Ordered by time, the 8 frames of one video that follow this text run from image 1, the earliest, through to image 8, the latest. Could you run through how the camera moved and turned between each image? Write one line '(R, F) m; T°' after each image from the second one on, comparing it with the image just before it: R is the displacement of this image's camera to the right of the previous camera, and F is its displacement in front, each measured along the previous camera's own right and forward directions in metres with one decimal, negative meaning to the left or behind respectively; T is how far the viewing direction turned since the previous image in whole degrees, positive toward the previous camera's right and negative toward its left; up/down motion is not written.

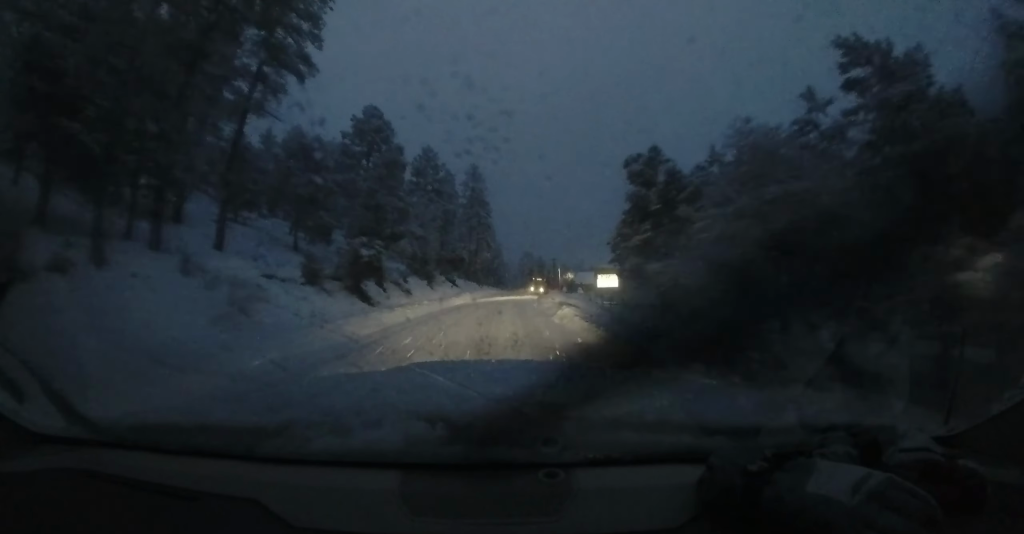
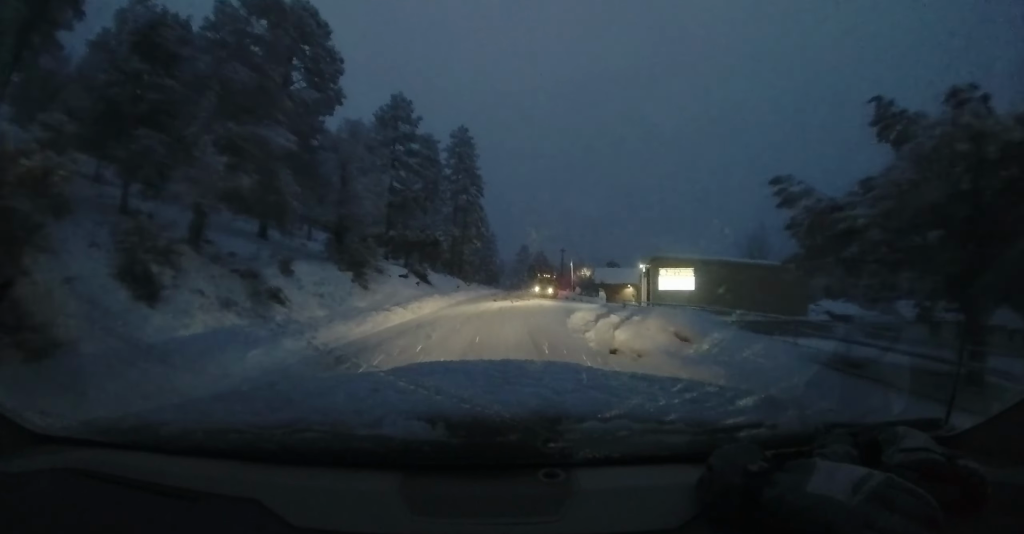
(0.0, +16.9) m; +1°
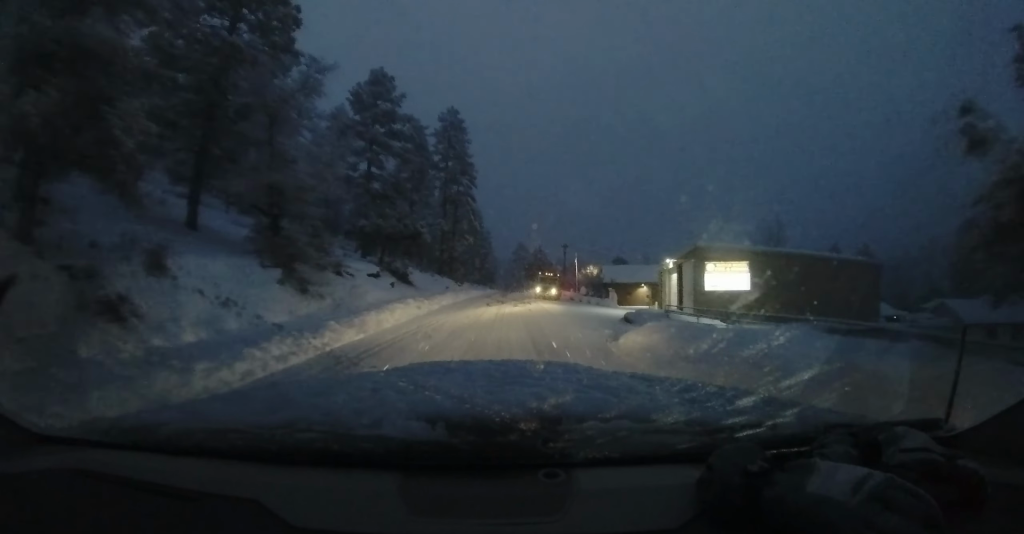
(0.0, +6.2) m; +1°
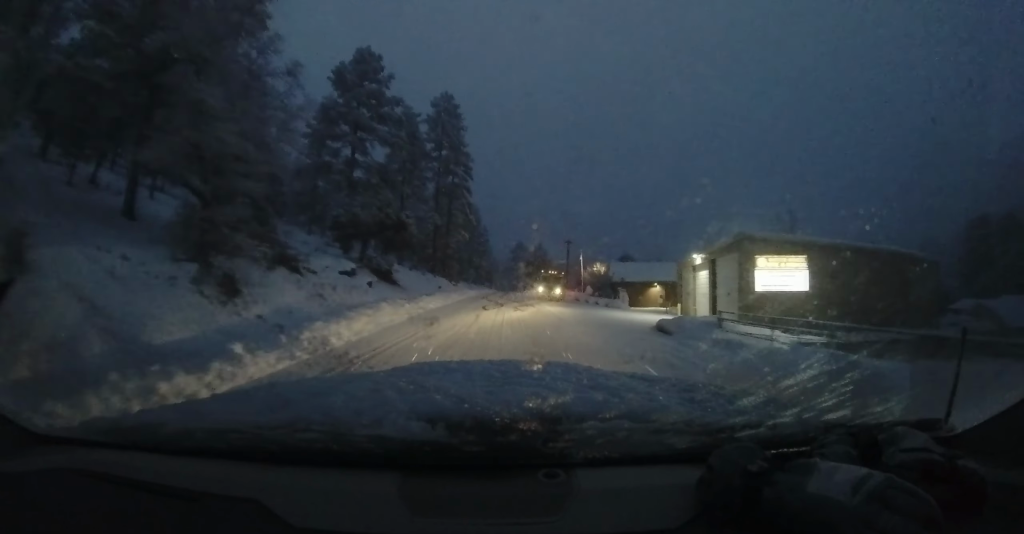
(+0.2, +3.9) m; 0°
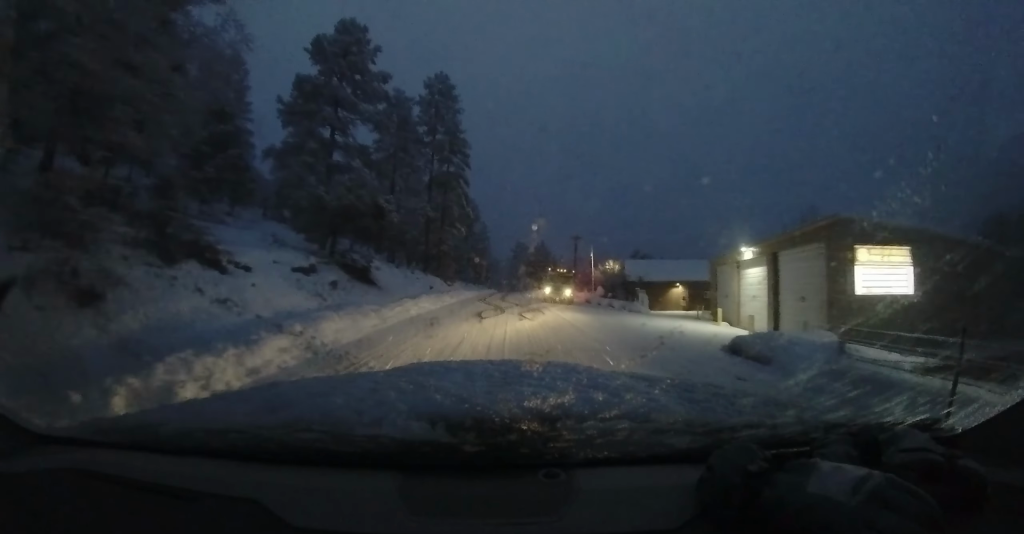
(+0.1, +5.0) m; -1°
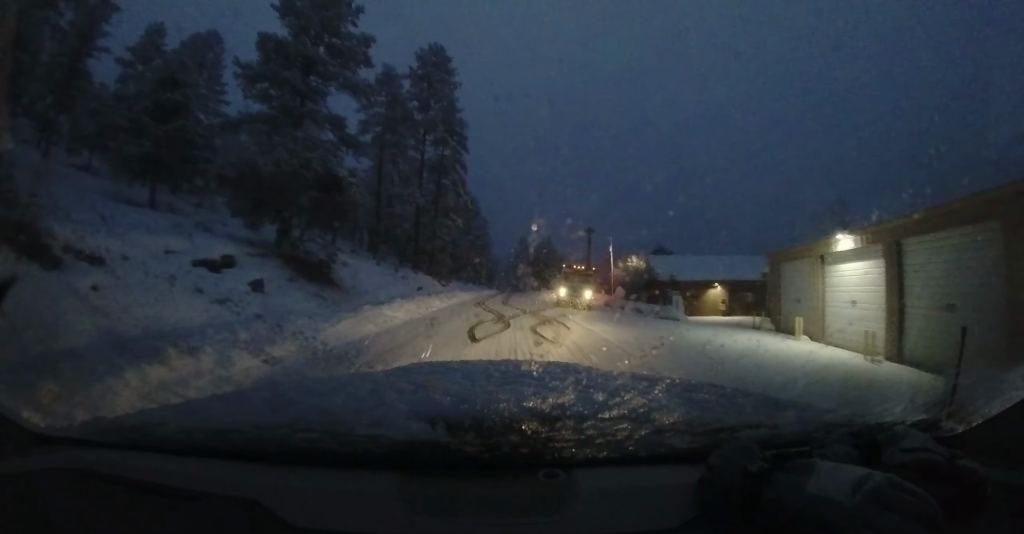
(-0.4, +5.7) m; -2°
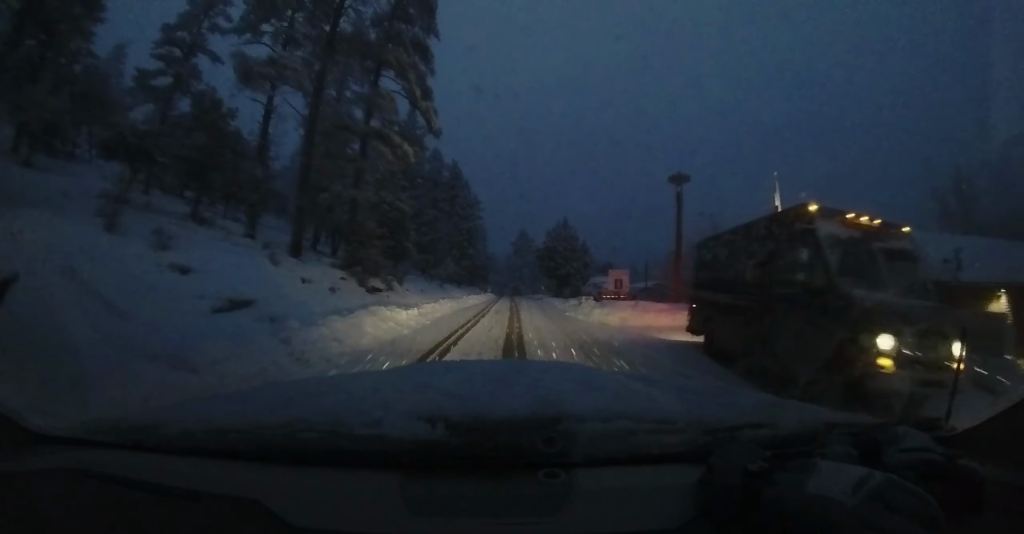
(+0.4, +20.3) m; +2°
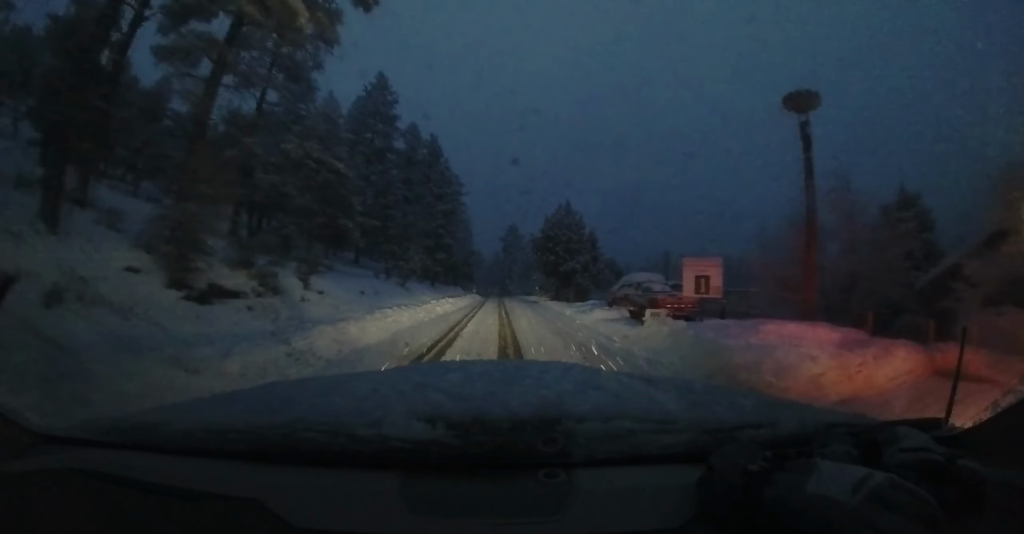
(+0.1, +9.5) m; 0°
